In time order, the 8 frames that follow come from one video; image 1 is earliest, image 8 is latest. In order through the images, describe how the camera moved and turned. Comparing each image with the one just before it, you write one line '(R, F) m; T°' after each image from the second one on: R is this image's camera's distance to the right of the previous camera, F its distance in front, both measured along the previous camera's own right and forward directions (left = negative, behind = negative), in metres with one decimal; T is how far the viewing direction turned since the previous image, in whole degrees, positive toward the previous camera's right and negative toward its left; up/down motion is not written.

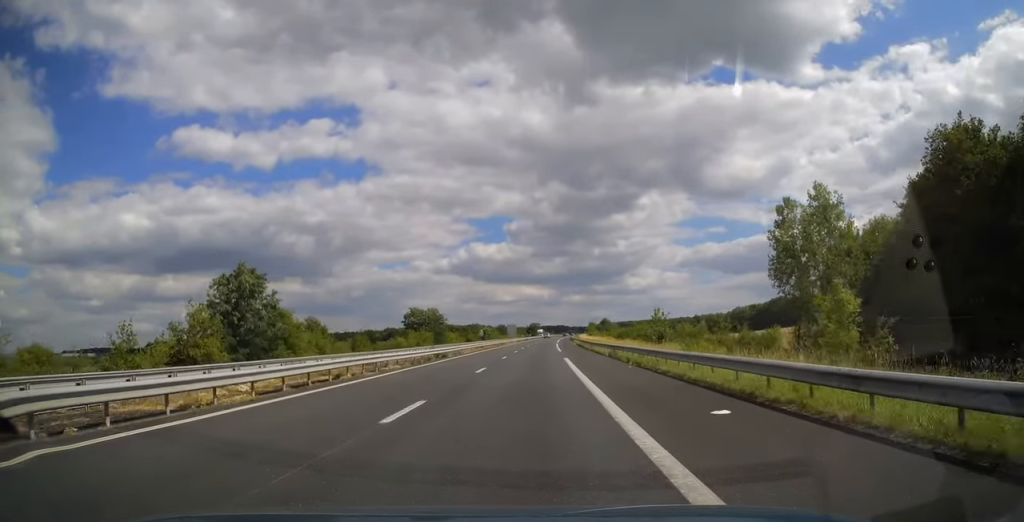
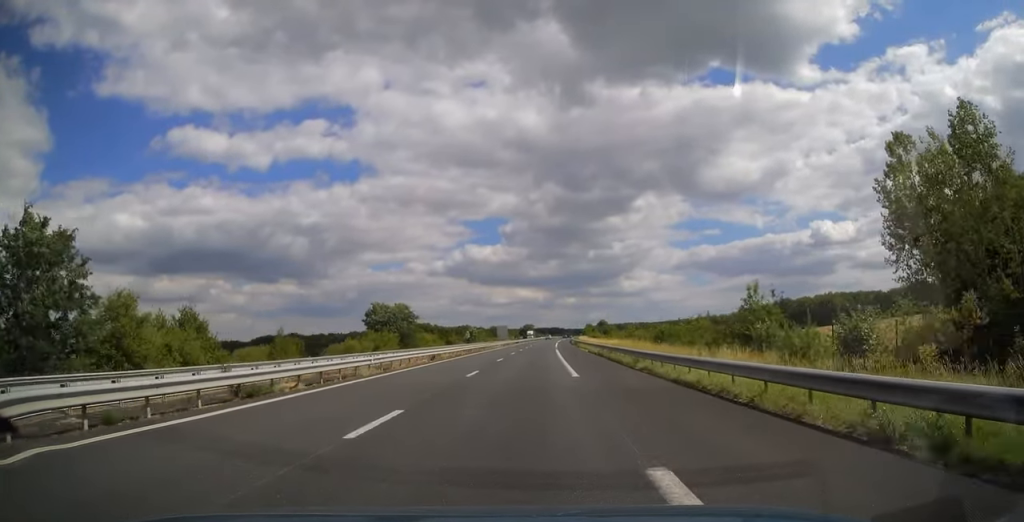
(+0.1, +28.4) m; 0°
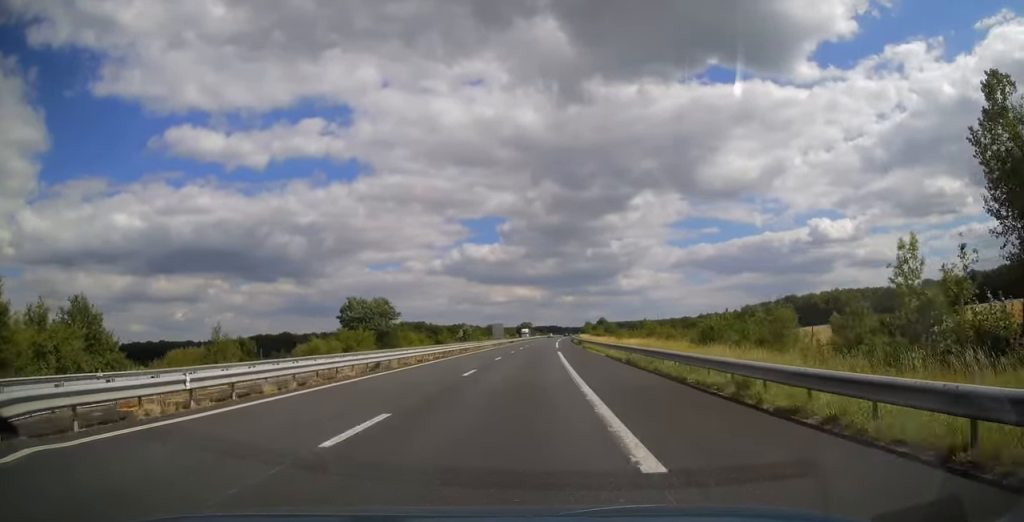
(-0.1, +14.2) m; 0°
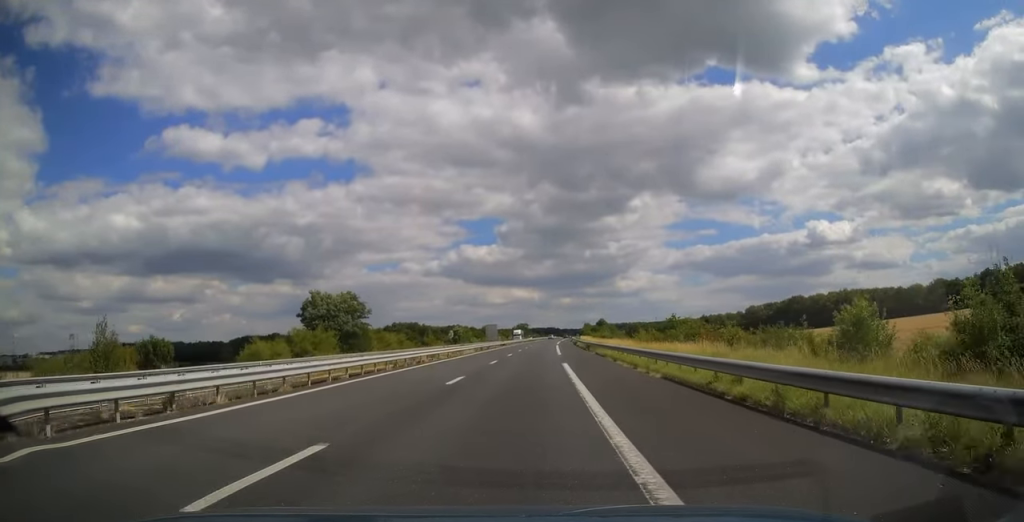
(+0.1, +16.6) m; 0°
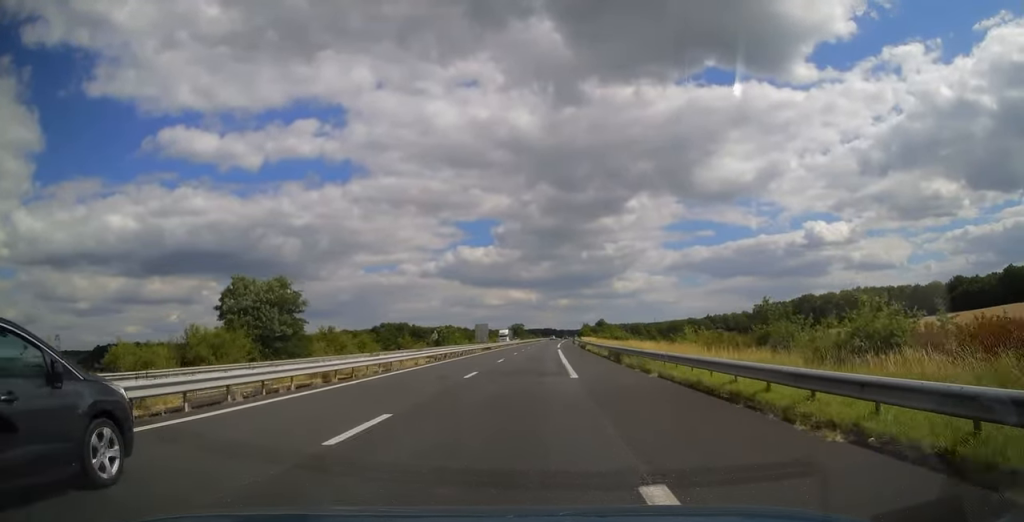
(+0.1, +23.5) m; 0°
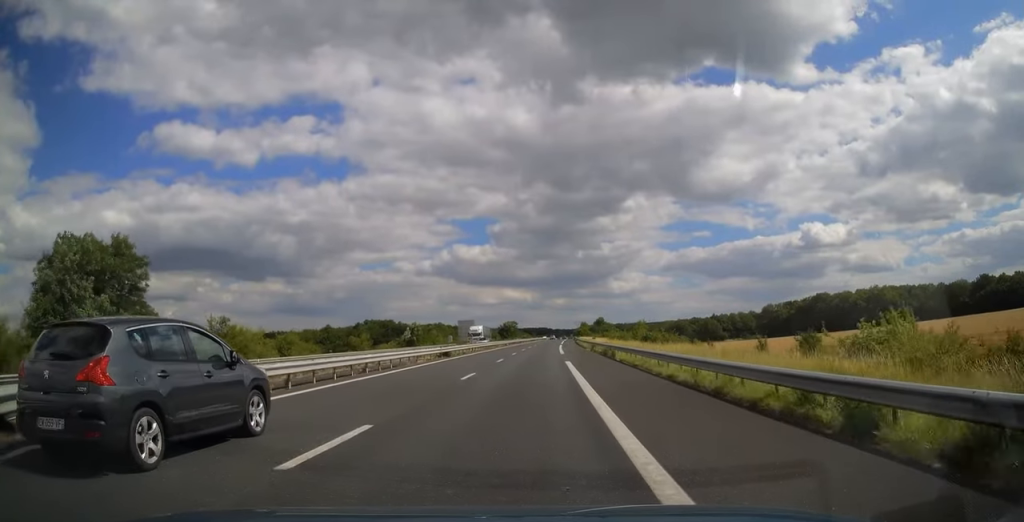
(0.0, +28.4) m; 0°
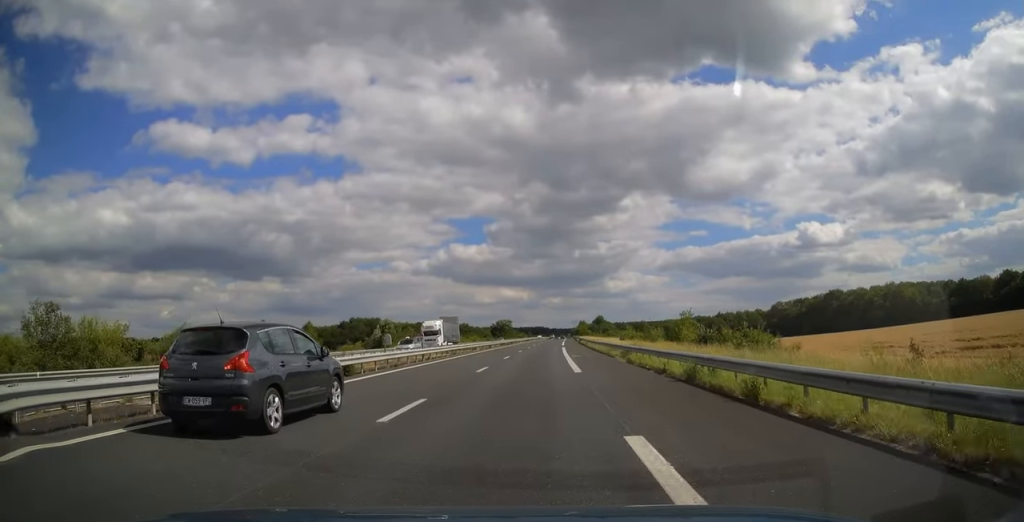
(+0.1, +23.0) m; 0°
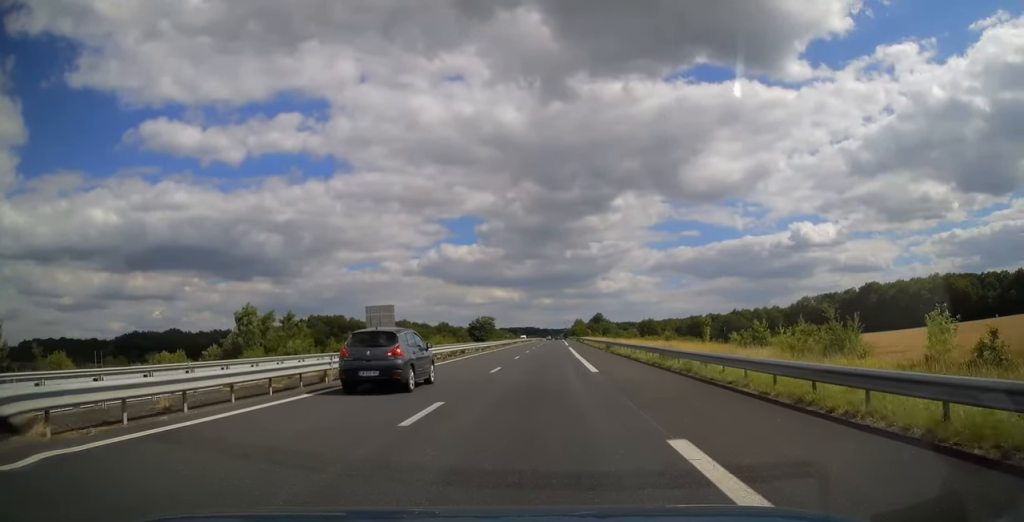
(+0.6, +53.3) m; +1°
